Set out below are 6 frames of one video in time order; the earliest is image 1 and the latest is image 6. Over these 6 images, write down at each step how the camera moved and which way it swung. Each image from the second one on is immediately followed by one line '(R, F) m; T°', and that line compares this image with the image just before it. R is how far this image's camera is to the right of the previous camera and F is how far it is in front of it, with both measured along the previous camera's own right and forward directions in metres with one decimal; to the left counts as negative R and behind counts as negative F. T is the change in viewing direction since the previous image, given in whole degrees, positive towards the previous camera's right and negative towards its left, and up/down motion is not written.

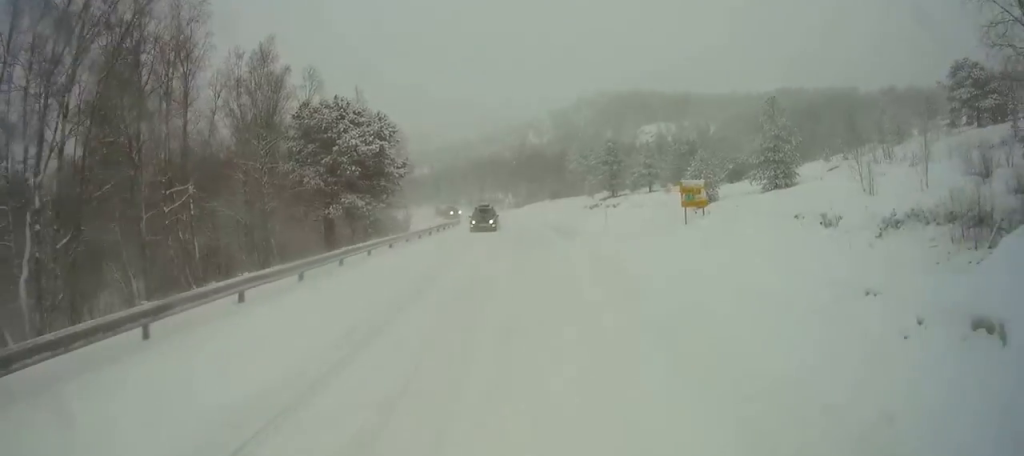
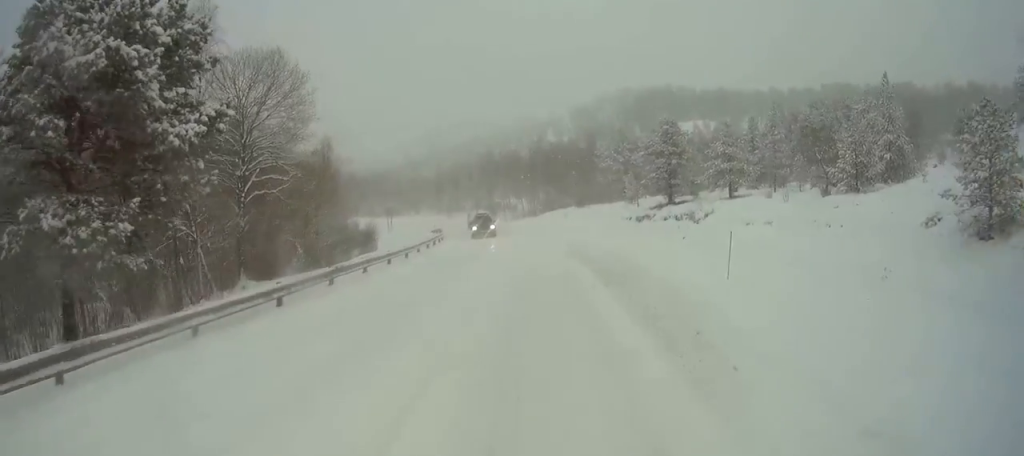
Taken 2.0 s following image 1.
(-0.6, +27.0) m; -3°
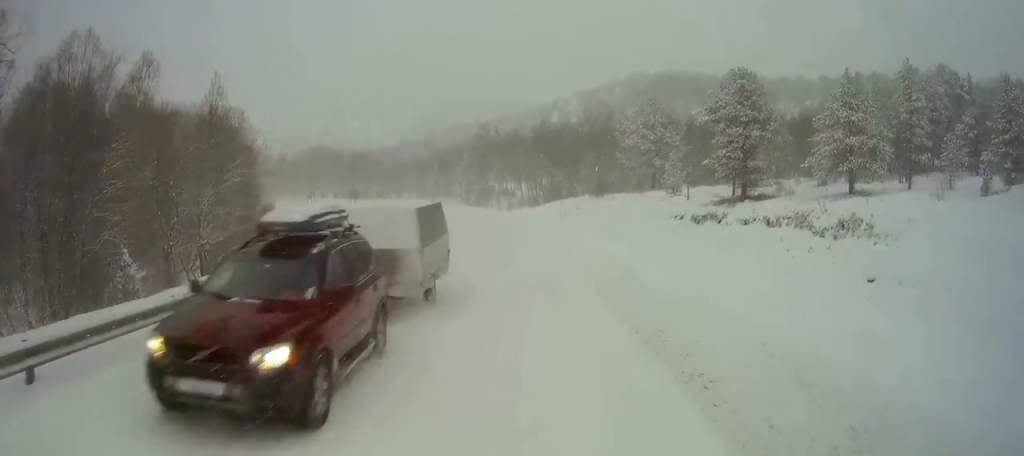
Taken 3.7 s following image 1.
(-0.4, +21.1) m; -2°
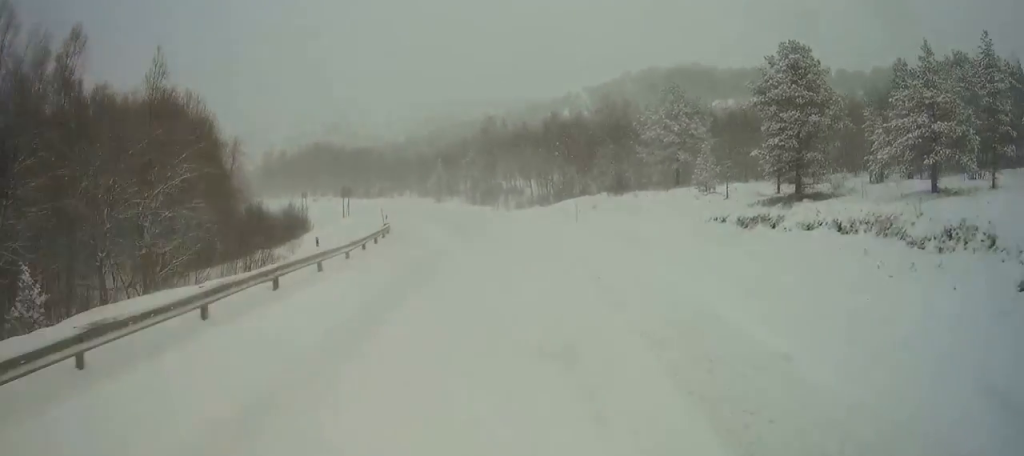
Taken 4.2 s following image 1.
(0.0, +7.2) m; -1°
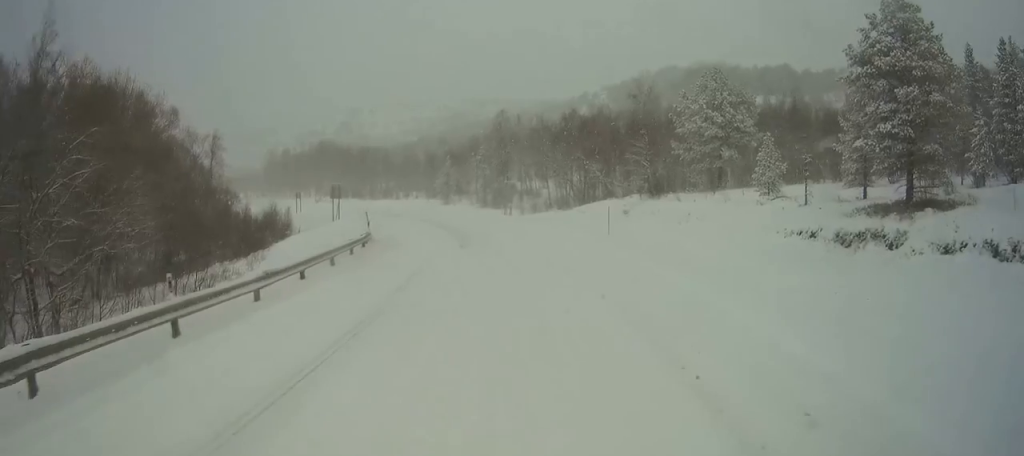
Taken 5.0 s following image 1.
(-0.2, +9.5) m; -1°
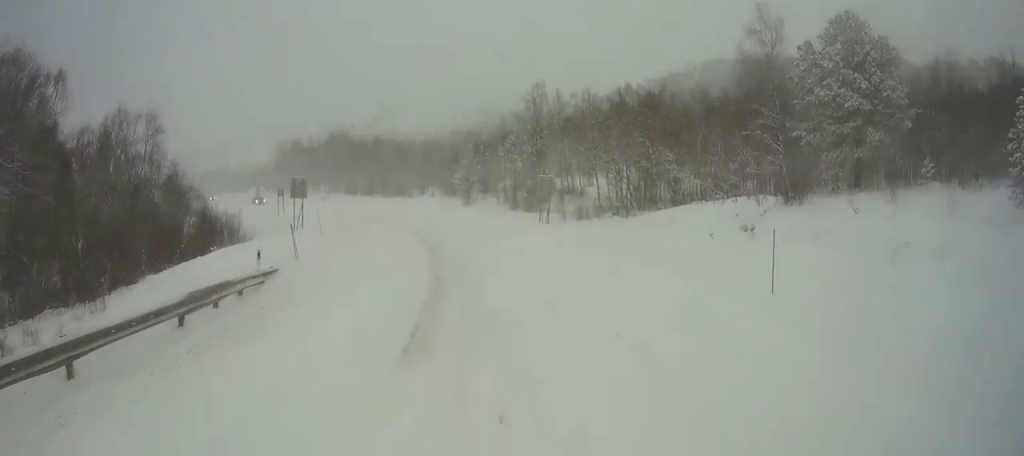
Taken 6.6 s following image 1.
(-0.4, +19.2) m; -4°
